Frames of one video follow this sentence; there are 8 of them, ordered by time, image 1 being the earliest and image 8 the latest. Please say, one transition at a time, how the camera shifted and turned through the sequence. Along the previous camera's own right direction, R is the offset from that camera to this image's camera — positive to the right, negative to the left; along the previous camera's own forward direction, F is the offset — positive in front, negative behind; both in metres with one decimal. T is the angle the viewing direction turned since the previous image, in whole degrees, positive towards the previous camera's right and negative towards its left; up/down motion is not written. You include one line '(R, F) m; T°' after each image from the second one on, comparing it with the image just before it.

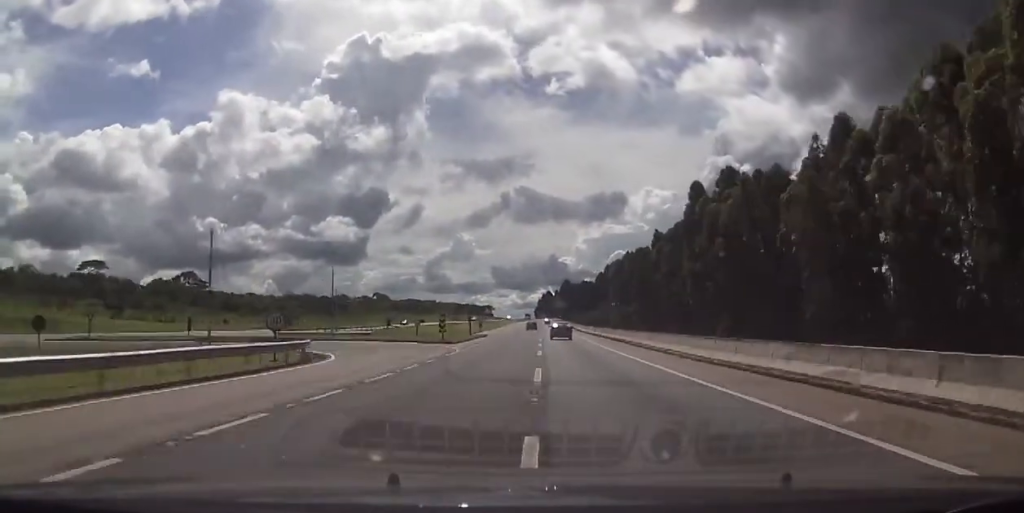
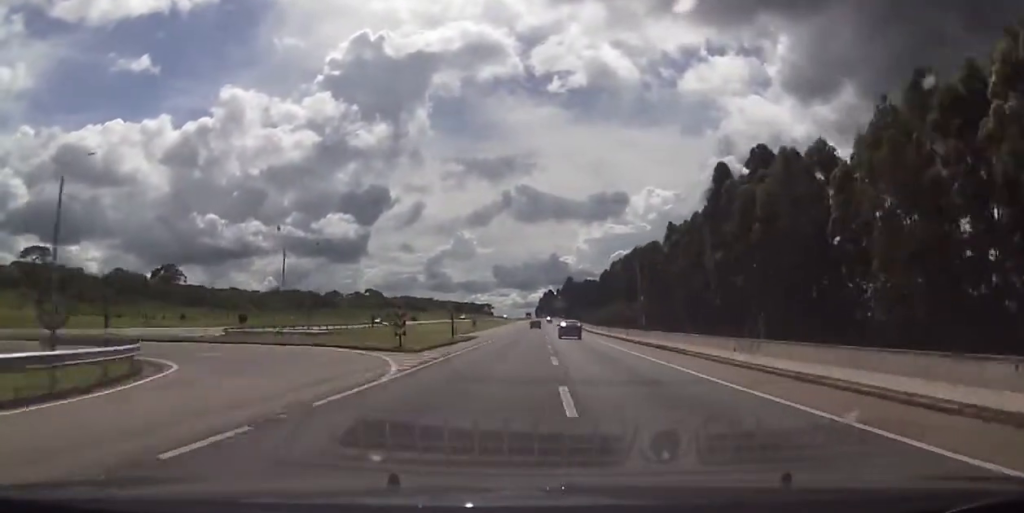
(0.0, +16.9) m; 0°
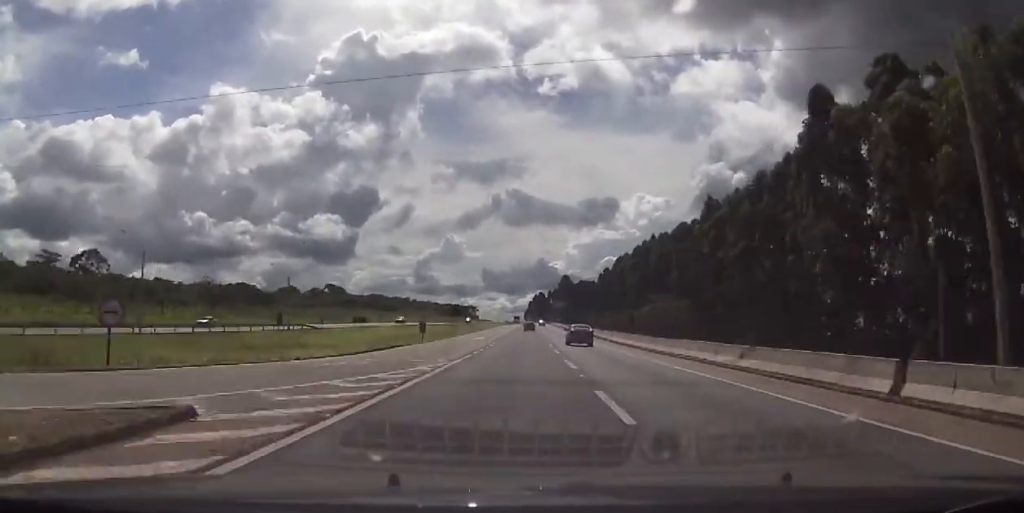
(0.0, +46.2) m; 0°
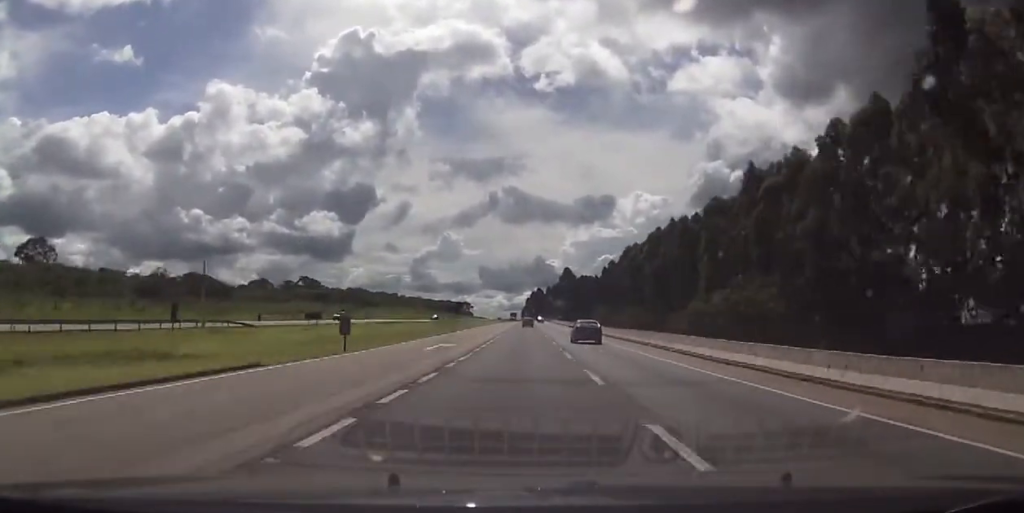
(0.0, +27.1) m; +1°
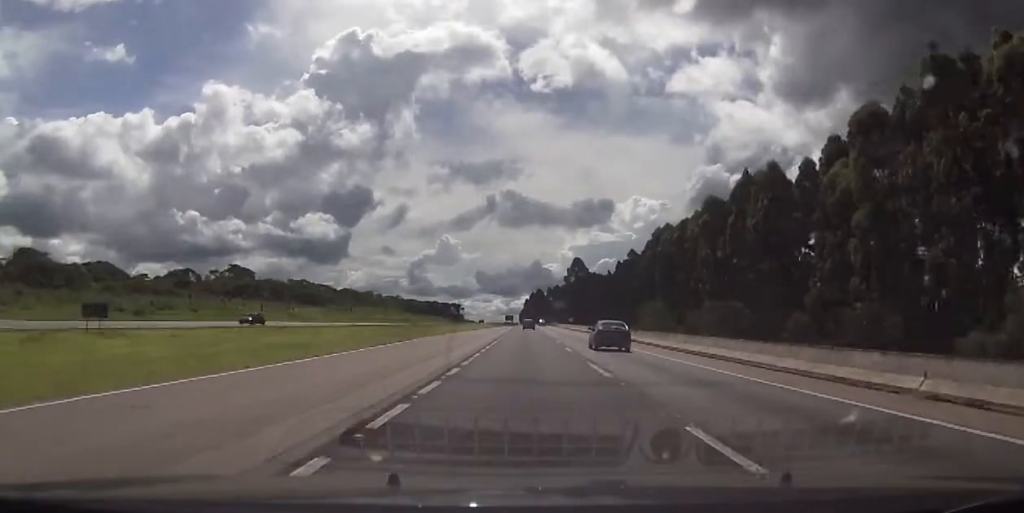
(+0.6, +55.8) m; 0°
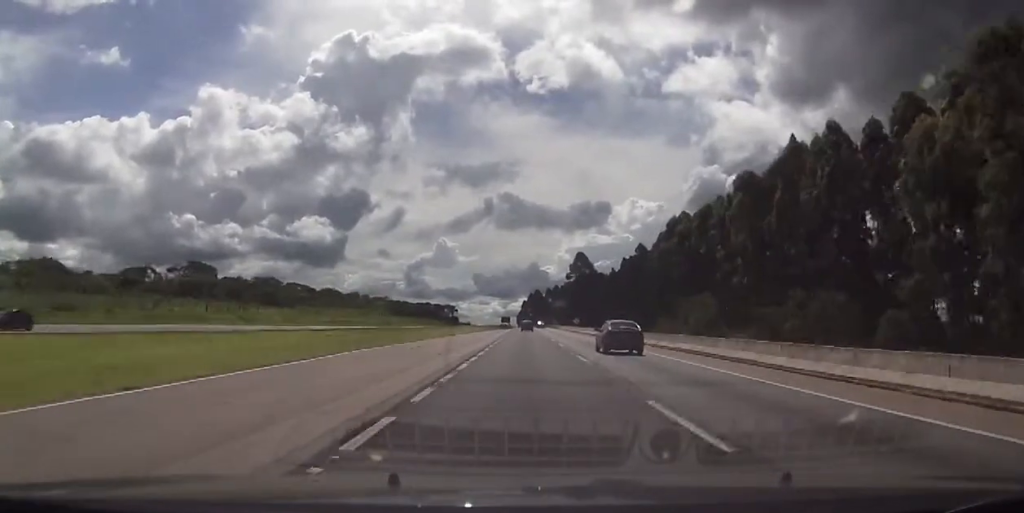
(-0.3, +21.1) m; 0°
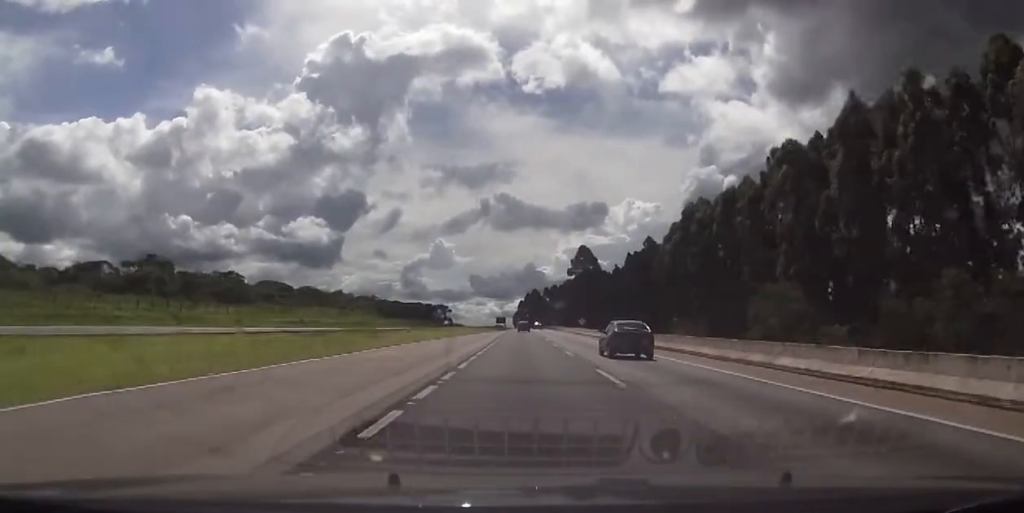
(-0.1, +18.6) m; 0°
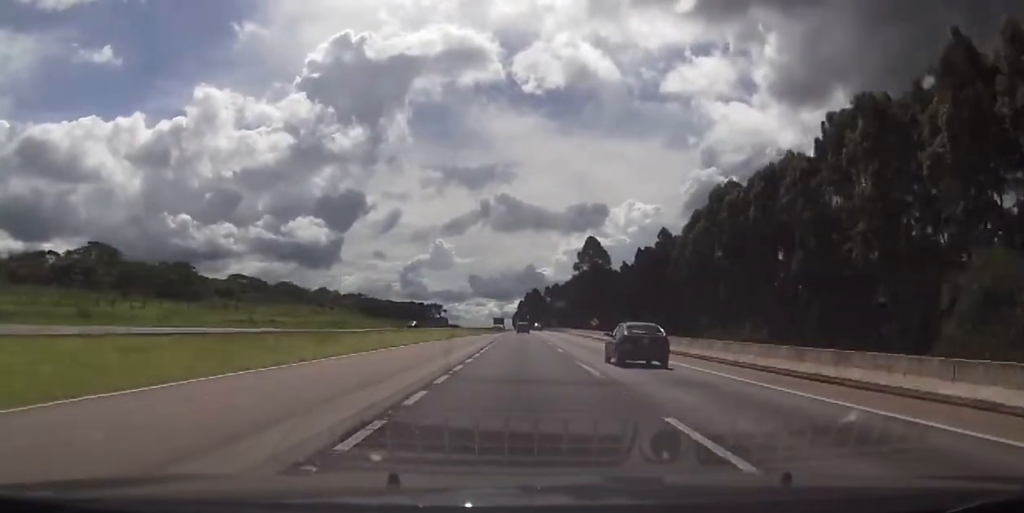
(+0.3, +19.9) m; 0°
